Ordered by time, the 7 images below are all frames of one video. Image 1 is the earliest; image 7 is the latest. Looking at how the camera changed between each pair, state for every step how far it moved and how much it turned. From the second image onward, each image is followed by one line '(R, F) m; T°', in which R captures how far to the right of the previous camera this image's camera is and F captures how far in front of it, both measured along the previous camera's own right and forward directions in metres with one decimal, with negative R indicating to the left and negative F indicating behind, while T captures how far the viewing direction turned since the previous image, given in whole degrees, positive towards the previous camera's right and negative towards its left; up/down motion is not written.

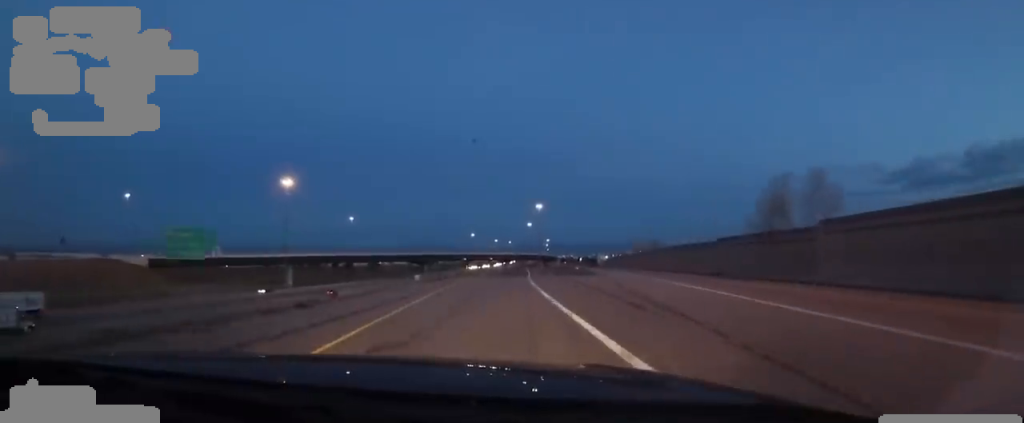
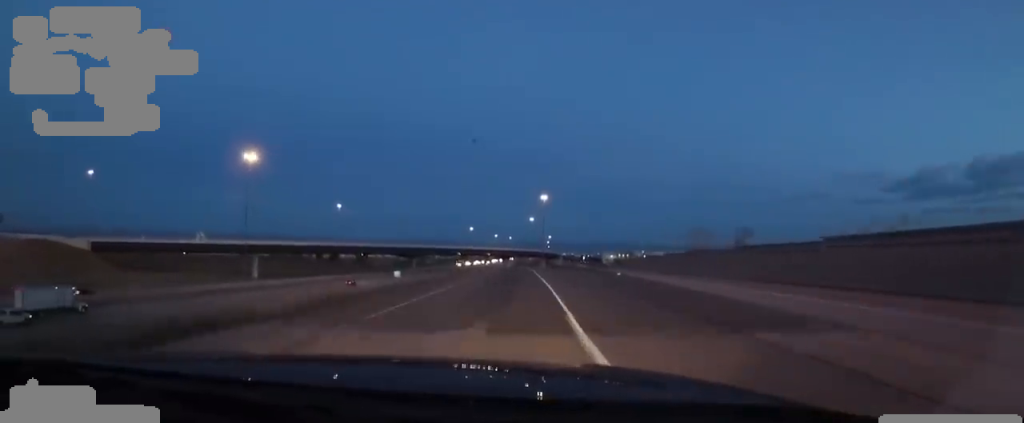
(-0.5, +30.3) m; -1°
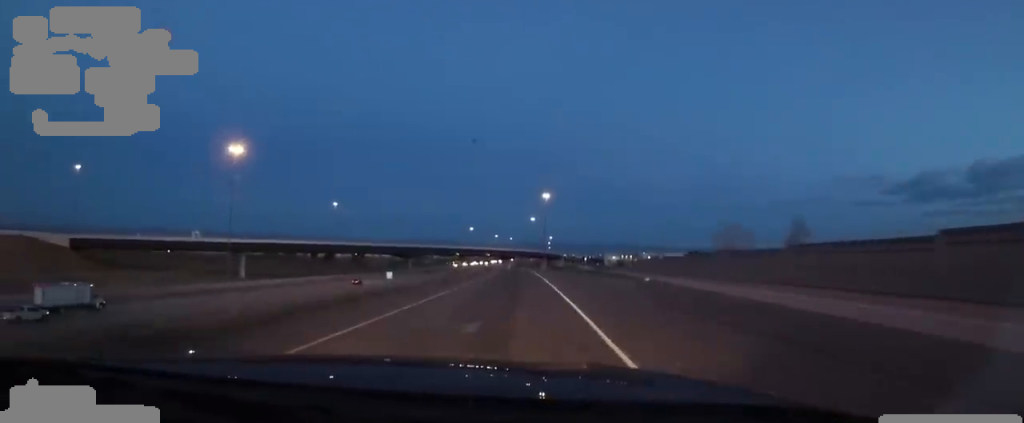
(0.0, +10.0) m; 0°
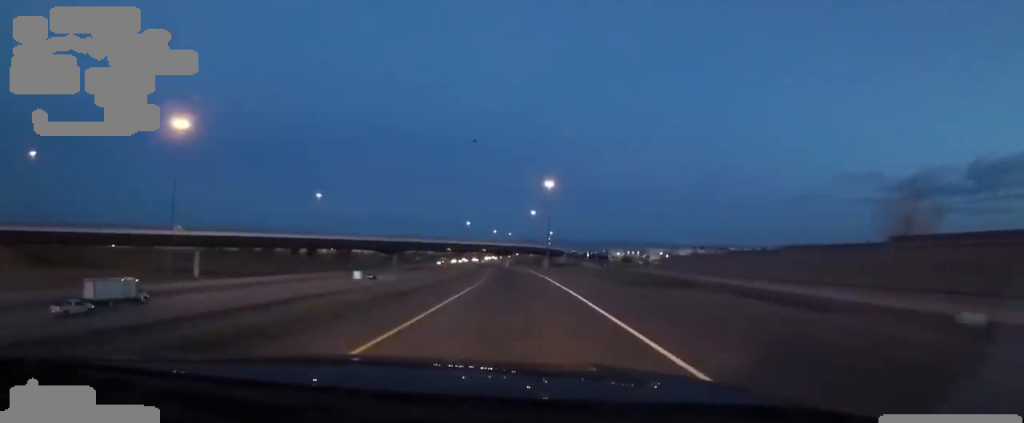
(+0.1, +28.5) m; +2°
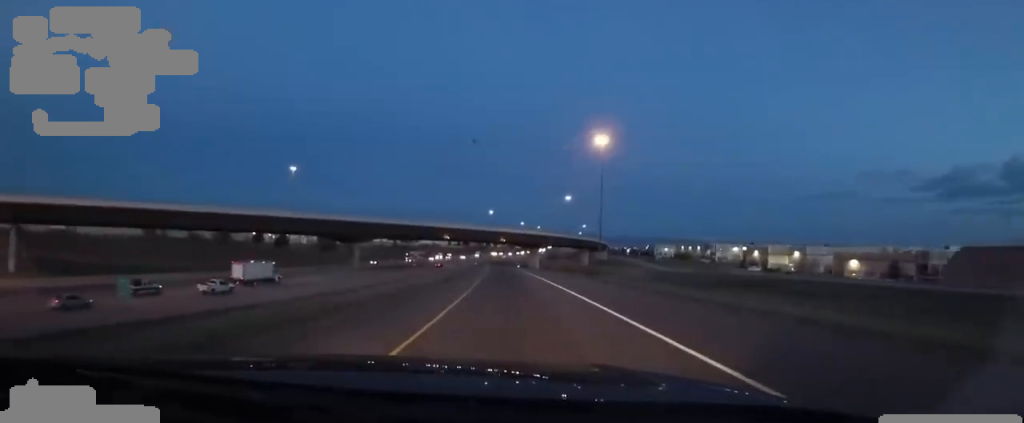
(-2.8, +77.0) m; -4°
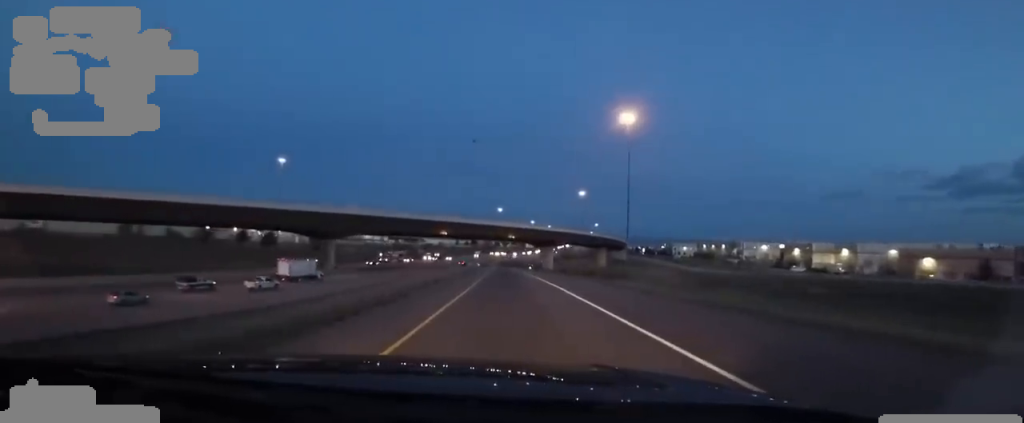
(+0.5, +23.5) m; 0°
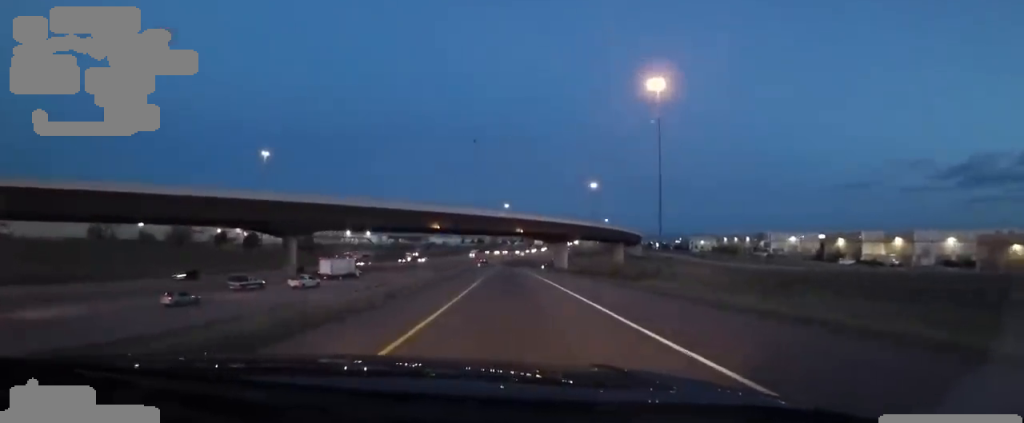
(-0.3, +21.9) m; -3°
